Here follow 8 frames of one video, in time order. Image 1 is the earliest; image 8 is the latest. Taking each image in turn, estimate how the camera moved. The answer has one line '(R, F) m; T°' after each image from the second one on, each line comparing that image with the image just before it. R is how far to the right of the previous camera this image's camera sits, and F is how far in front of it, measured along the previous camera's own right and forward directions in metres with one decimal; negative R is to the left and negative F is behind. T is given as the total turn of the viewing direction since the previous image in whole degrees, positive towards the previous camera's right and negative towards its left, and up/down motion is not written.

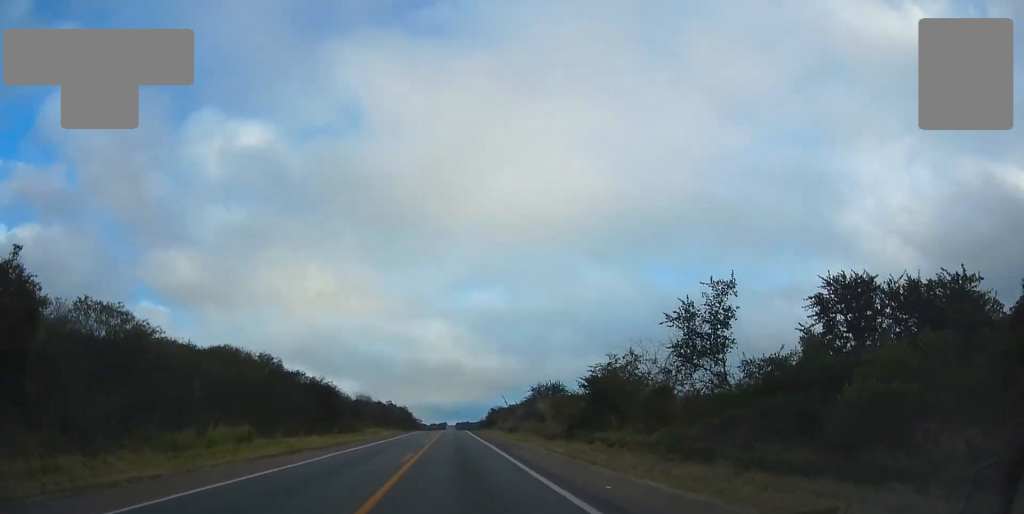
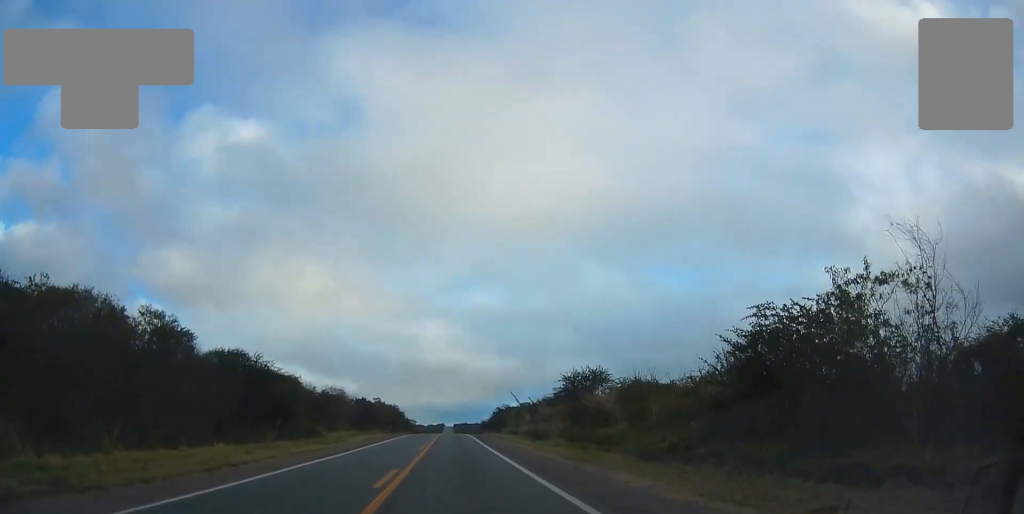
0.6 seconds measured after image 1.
(0.0, +20.1) m; 0°
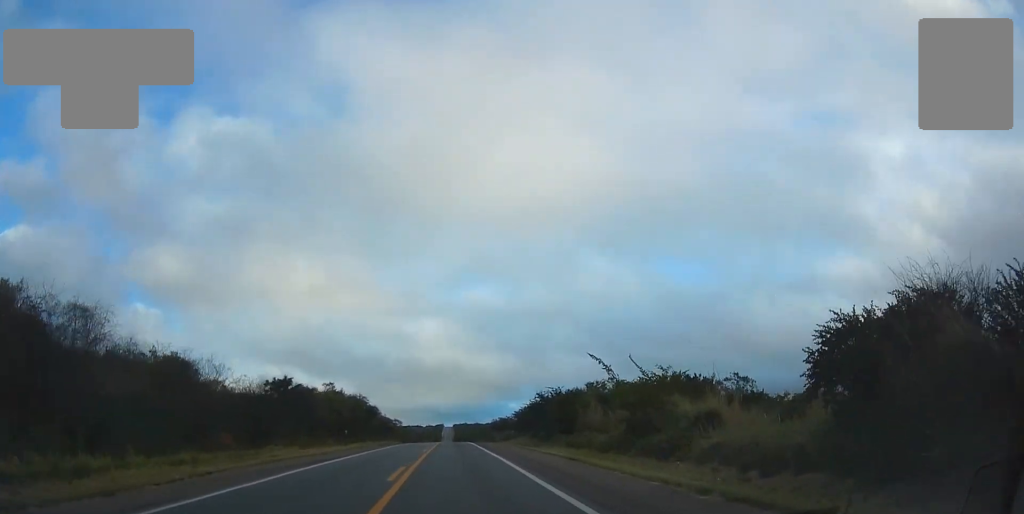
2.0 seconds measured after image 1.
(+0.1, +47.6) m; 0°
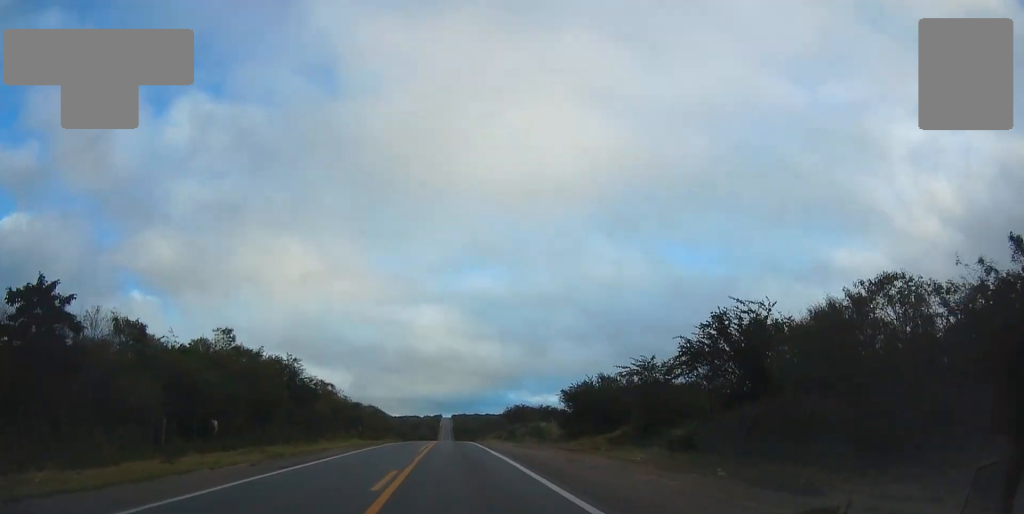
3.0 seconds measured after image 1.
(0.0, +35.1) m; 0°
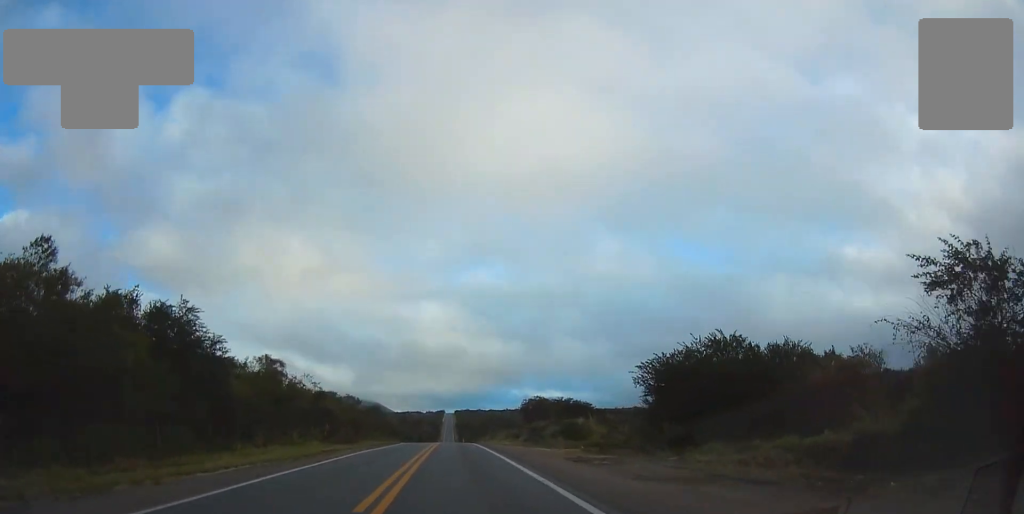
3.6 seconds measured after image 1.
(-0.1, +19.3) m; 0°
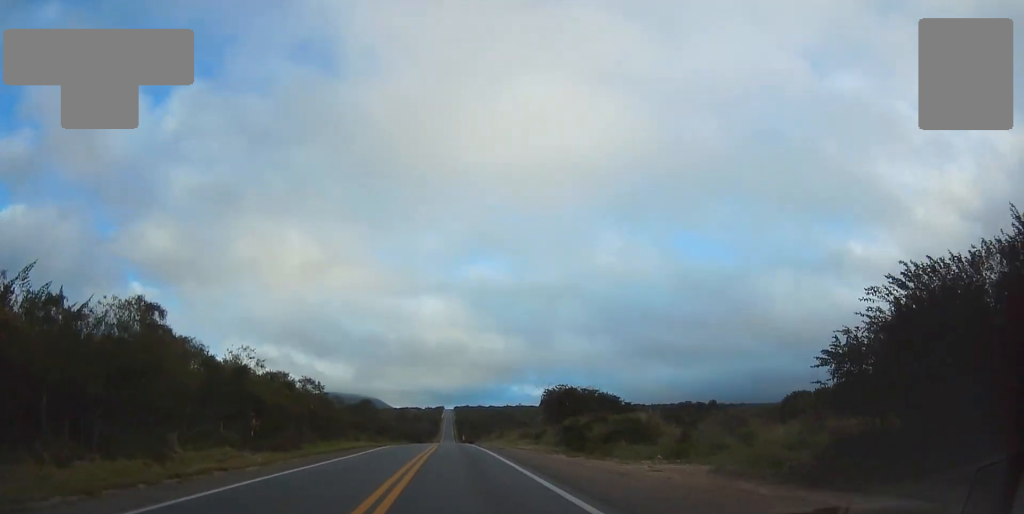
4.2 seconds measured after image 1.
(+0.1, +18.2) m; 0°
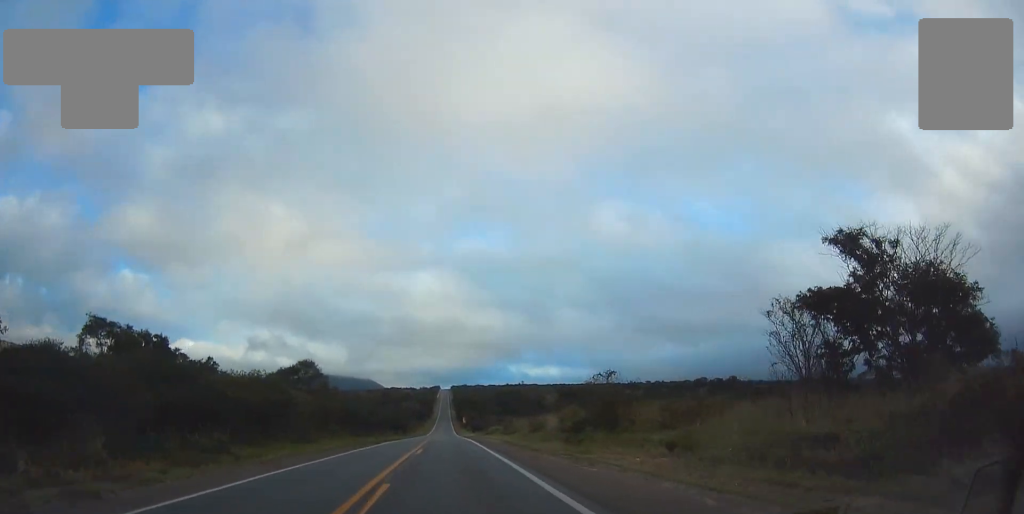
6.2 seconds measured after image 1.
(-0.4, +65.6) m; -1°
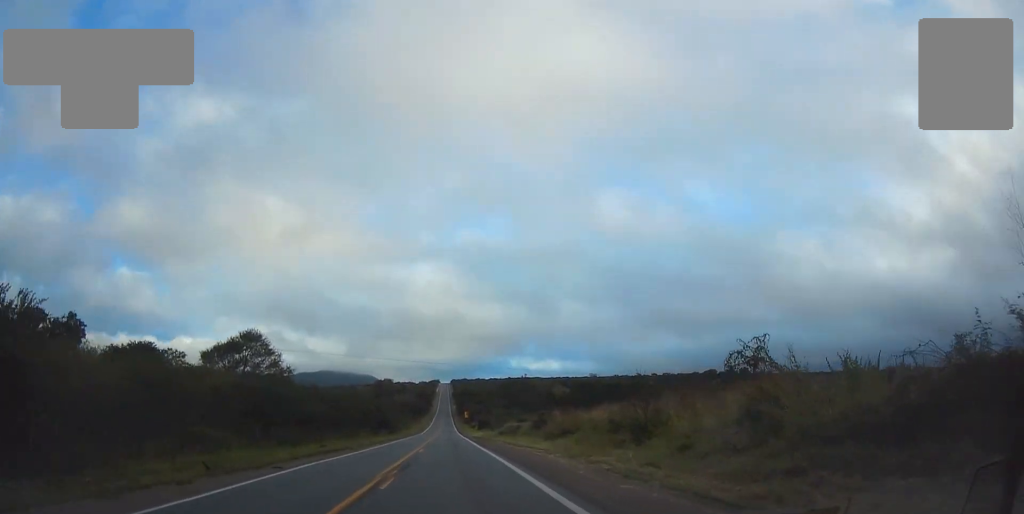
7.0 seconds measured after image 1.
(0.0, +28.2) m; 0°
